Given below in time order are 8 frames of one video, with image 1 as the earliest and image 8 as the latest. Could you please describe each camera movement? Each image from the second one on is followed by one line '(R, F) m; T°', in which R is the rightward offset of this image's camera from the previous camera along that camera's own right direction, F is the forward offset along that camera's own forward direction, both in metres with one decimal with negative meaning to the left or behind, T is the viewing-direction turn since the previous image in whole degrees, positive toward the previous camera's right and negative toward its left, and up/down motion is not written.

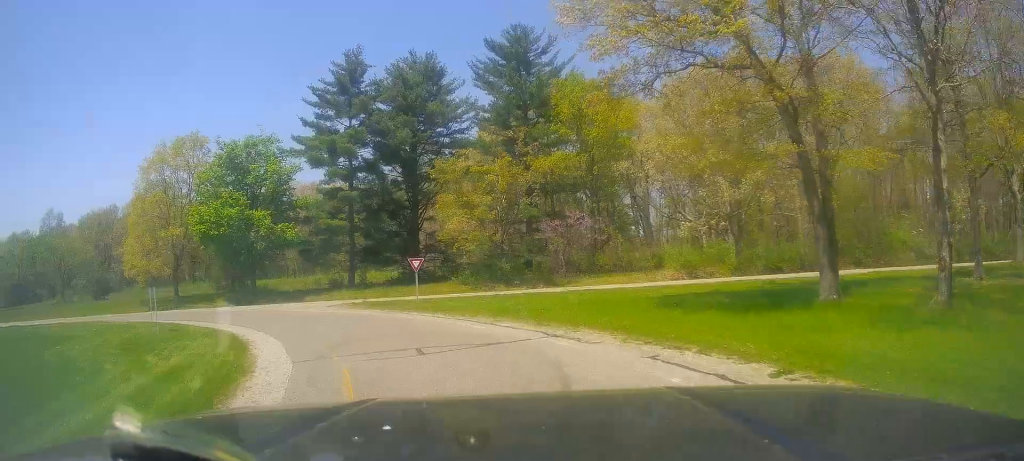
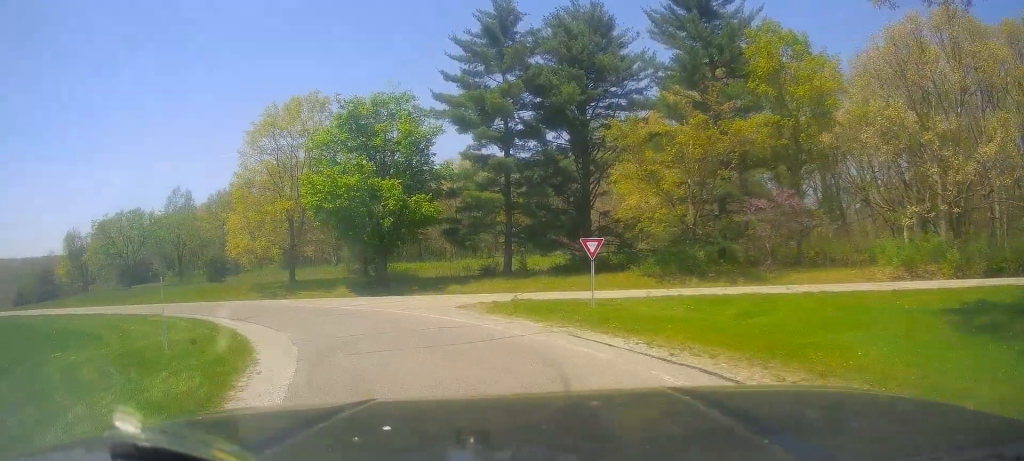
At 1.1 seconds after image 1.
(-0.7, +9.6) m; -14°
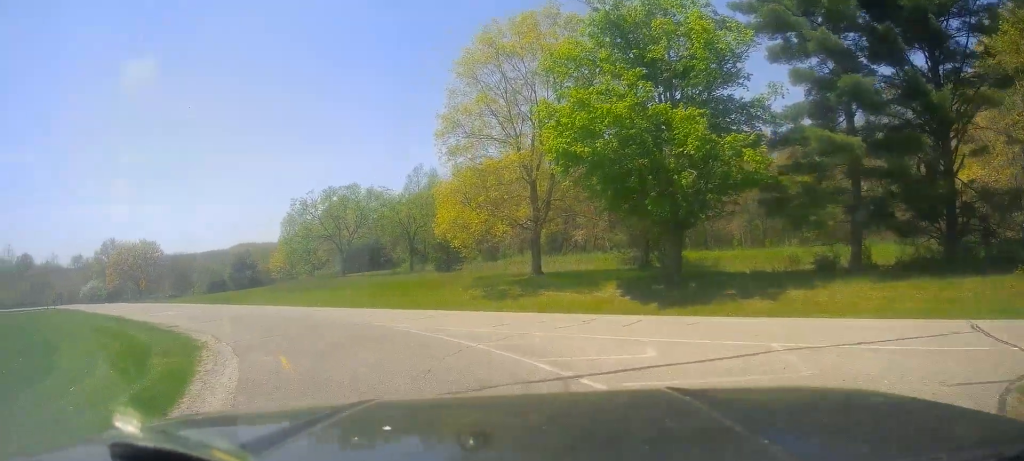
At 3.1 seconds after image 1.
(-4.5, +15.8) m; -31°
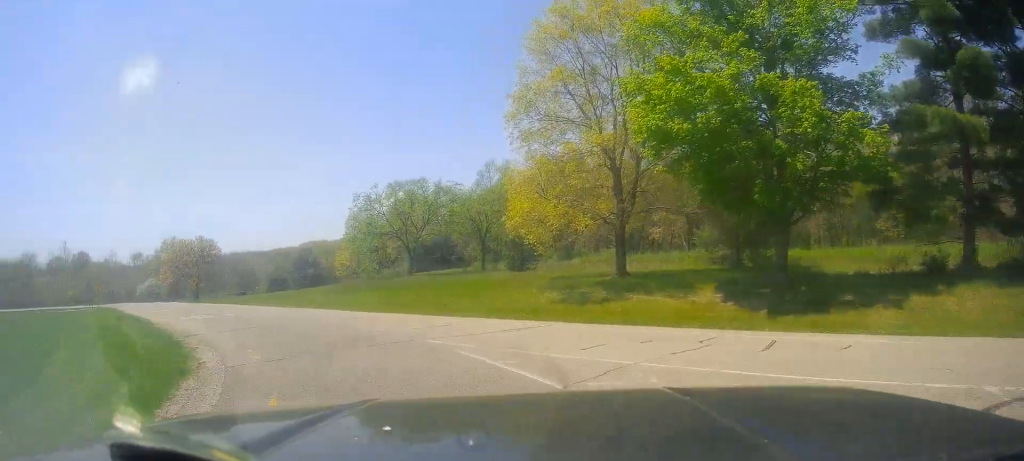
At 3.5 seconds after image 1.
(-0.4, +3.9) m; -7°
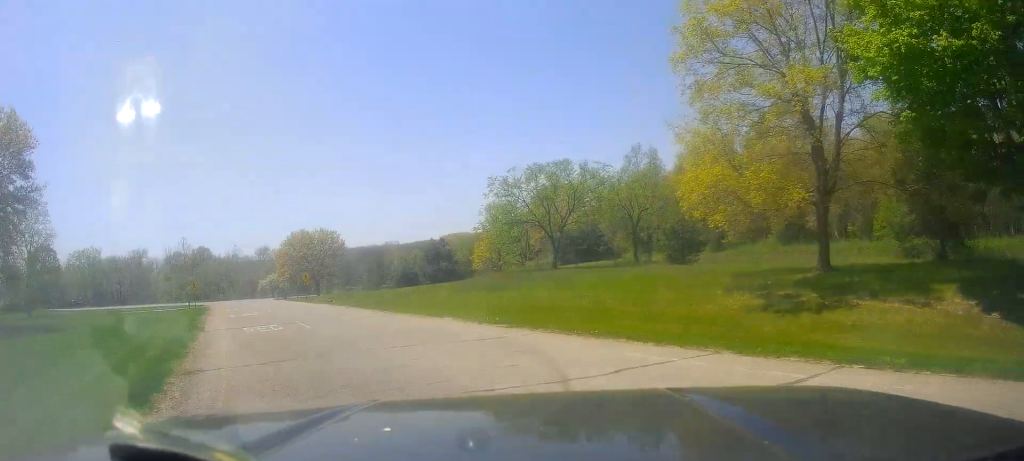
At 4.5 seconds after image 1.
(-1.0, +7.8) m; -15°
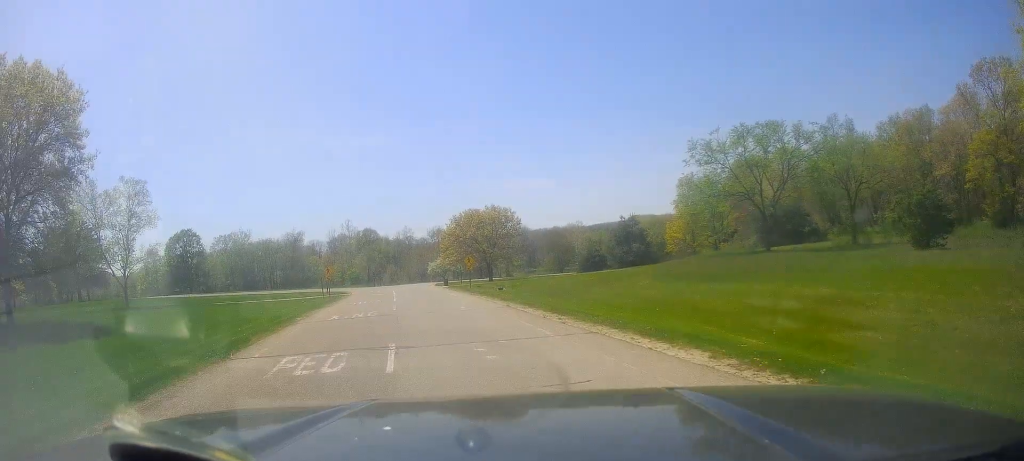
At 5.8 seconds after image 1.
(-2.1, +11.2) m; -18°
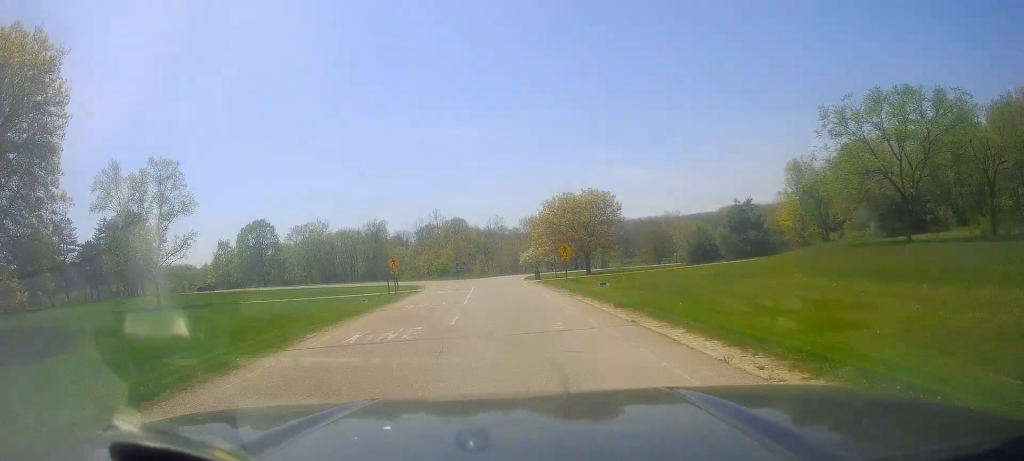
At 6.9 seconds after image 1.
(-0.8, +9.3) m; -10°
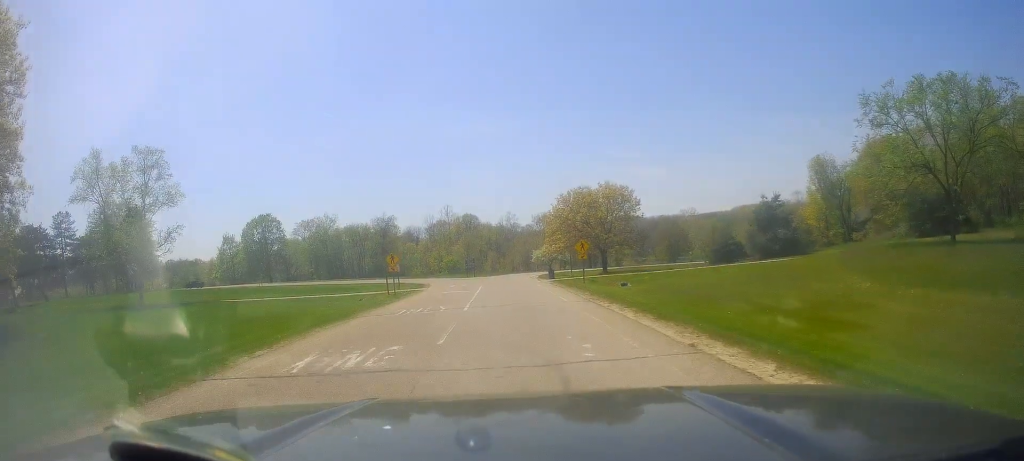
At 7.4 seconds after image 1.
(0.0, +4.2) m; -3°
